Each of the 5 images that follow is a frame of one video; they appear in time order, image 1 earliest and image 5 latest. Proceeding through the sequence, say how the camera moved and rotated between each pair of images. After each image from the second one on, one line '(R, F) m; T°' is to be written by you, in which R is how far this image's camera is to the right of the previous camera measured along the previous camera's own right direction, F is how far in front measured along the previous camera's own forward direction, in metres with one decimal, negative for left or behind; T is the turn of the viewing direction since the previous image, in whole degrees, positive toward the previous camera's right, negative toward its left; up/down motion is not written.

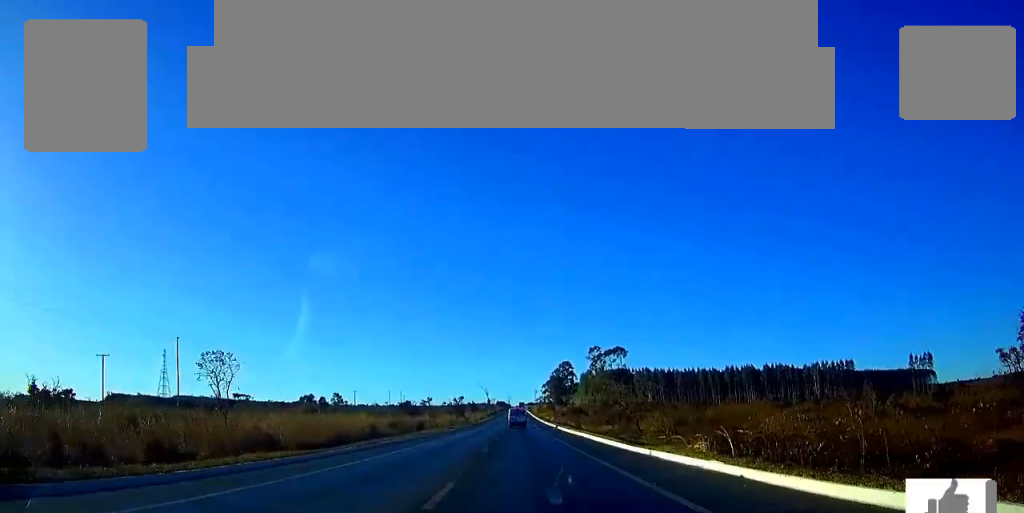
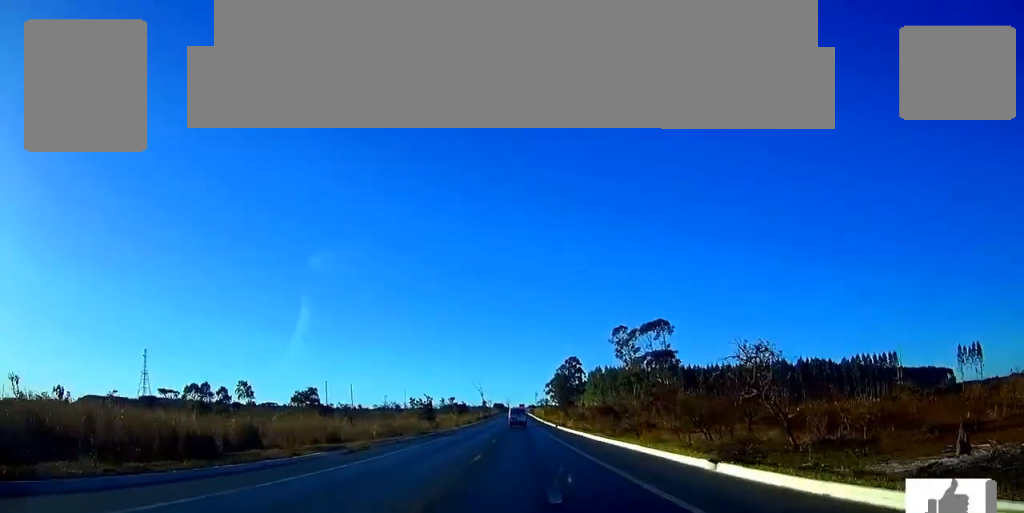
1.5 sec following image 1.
(+0.1, +51.0) m; 0°
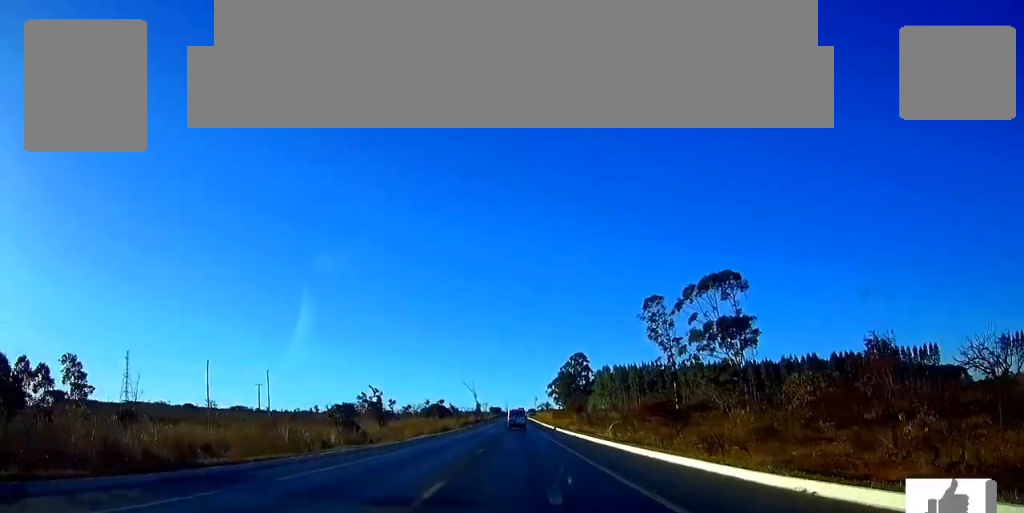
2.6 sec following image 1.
(+0.1, +40.7) m; 0°
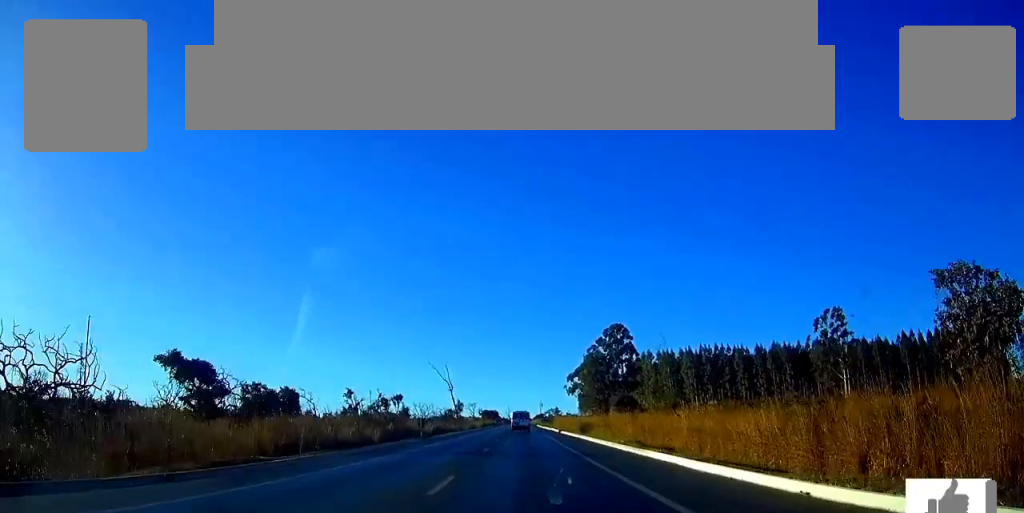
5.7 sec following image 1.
(-0.4, +105.8) m; 0°
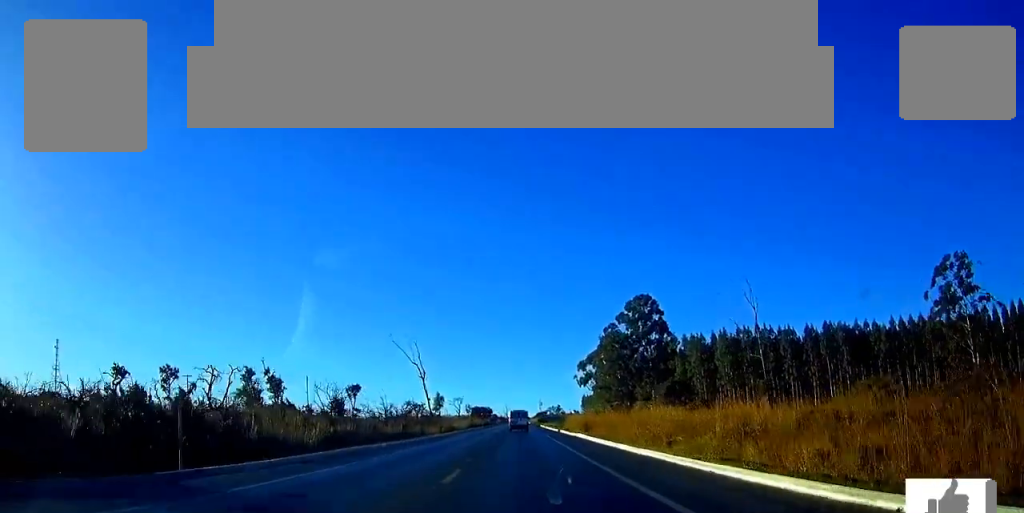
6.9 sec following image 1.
(+0.1, +43.5) m; 0°
